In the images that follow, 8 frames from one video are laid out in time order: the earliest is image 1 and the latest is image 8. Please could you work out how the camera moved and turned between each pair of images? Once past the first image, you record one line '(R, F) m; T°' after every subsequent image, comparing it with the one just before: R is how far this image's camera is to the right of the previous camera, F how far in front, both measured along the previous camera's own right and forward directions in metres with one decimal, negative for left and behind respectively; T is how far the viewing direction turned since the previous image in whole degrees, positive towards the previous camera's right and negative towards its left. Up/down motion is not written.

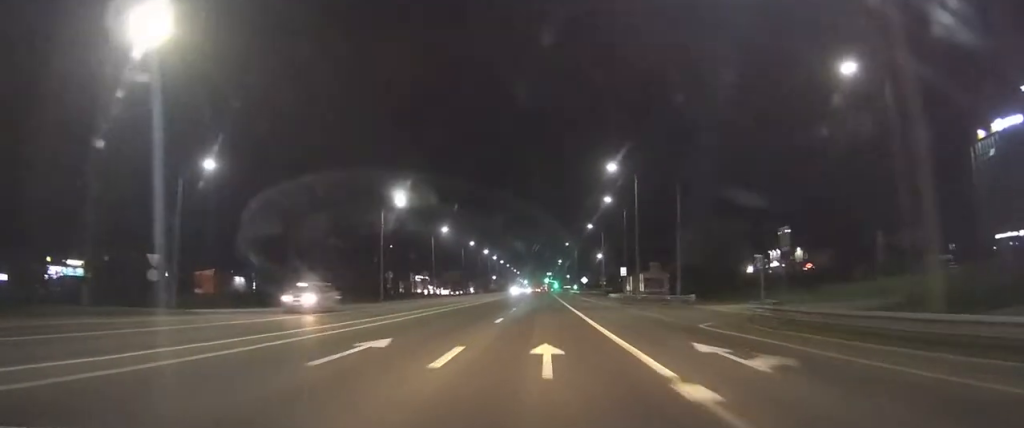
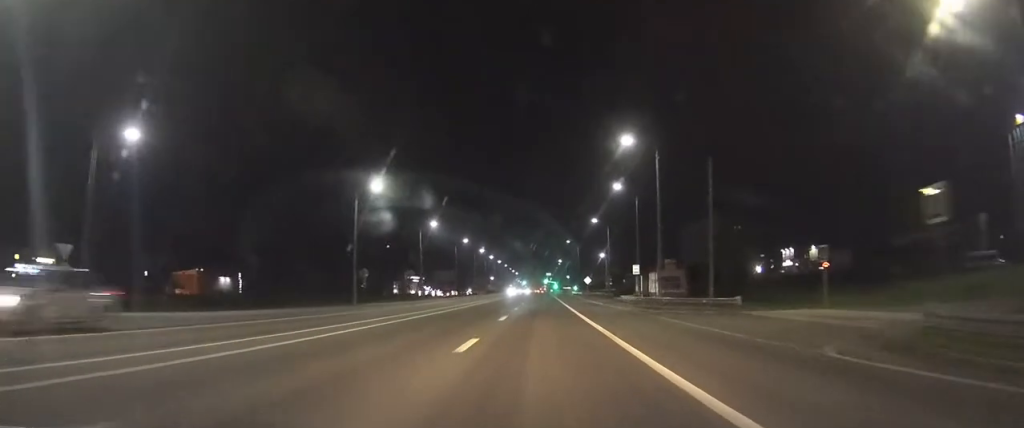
(0.0, +9.6) m; 0°
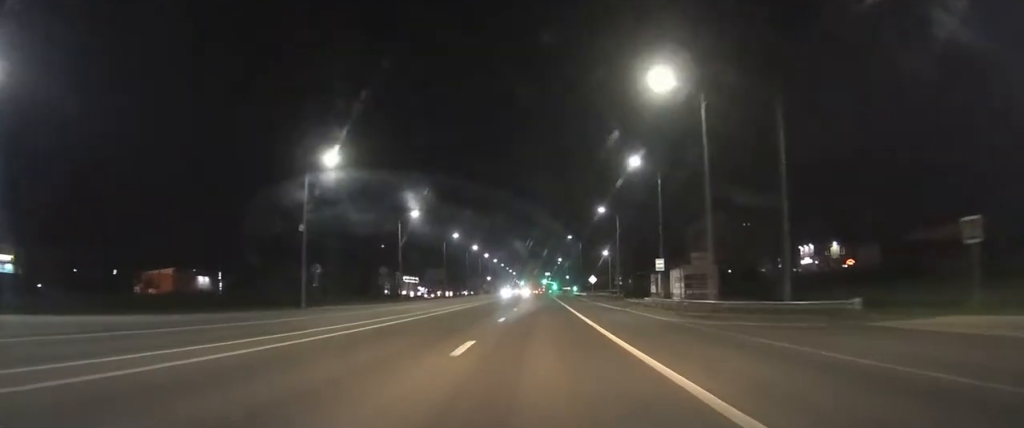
(0.0, +12.4) m; 0°
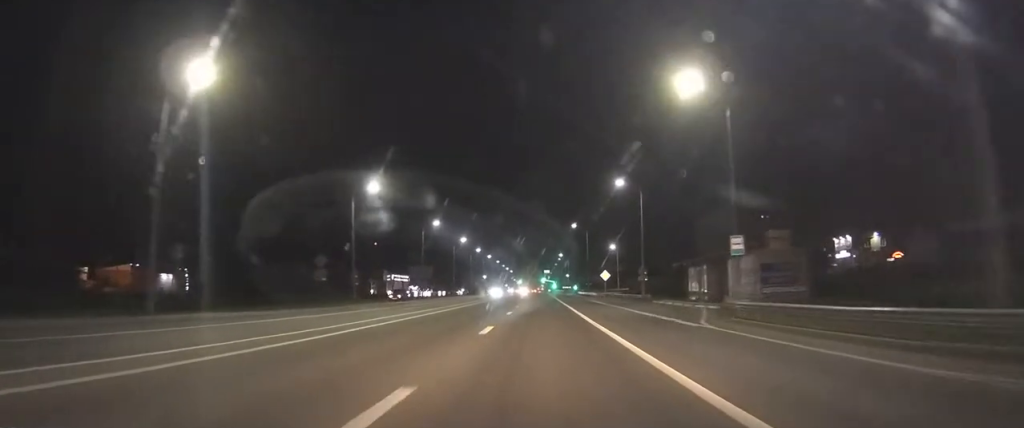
(-0.1, +18.8) m; 0°
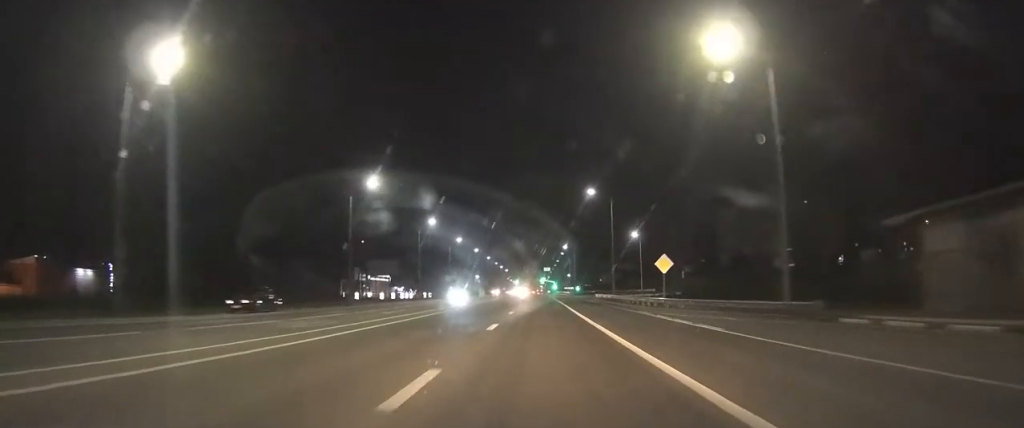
(+0.3, +34.1) m; +1°
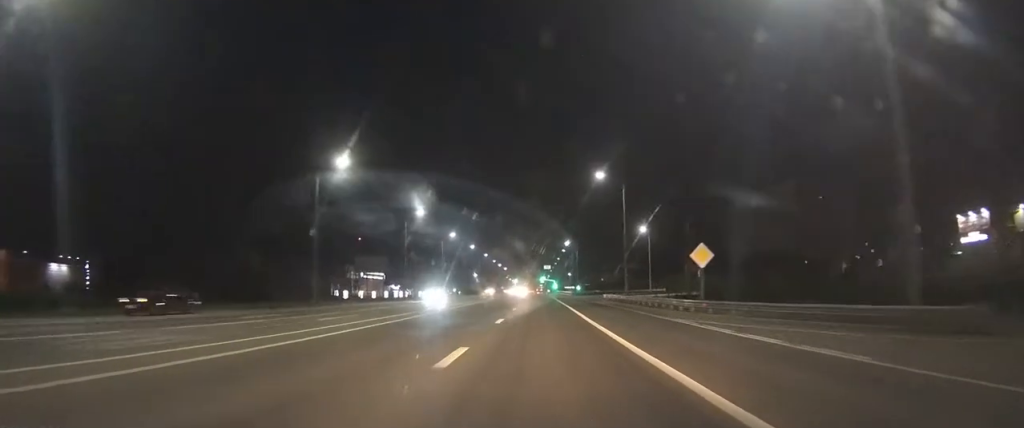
(0.0, +8.8) m; 0°
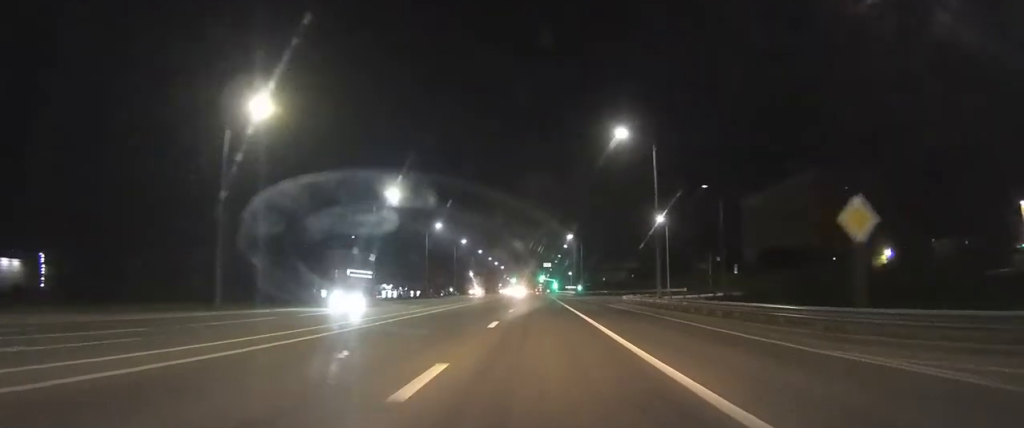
(0.0, +14.8) m; 0°
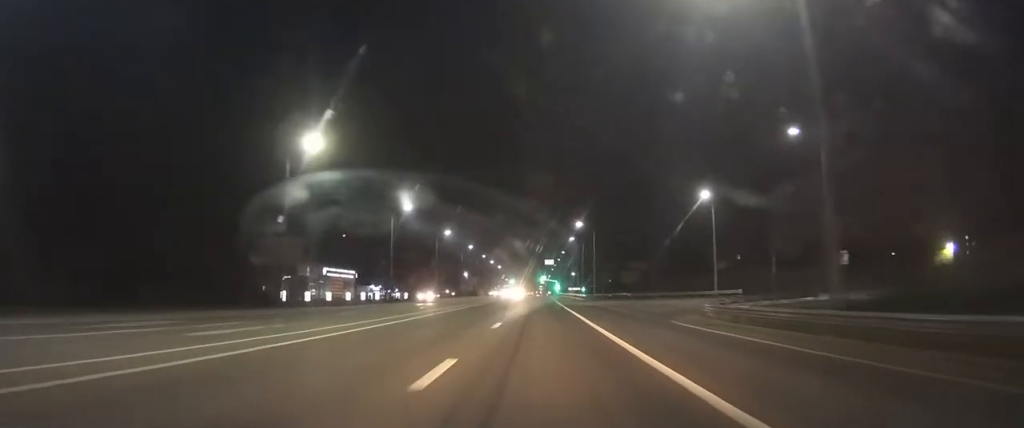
(0.0, +23.3) m; 0°
